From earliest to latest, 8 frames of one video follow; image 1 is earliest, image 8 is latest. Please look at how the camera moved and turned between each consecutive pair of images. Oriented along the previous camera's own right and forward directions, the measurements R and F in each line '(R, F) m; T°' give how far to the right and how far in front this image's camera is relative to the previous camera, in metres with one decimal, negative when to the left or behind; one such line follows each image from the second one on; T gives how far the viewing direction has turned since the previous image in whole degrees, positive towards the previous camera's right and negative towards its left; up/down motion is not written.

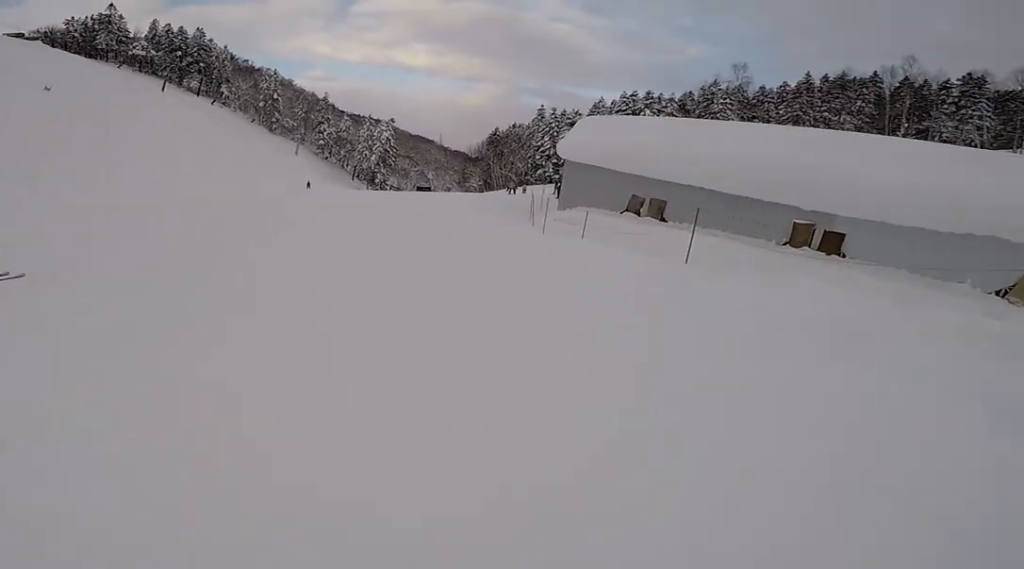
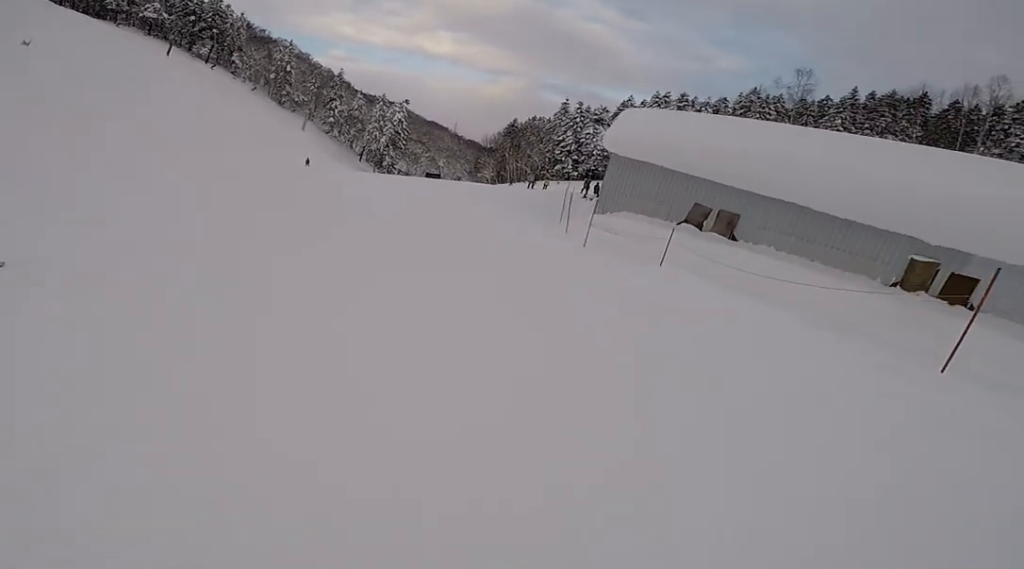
(+0.2, +6.6) m; +2°
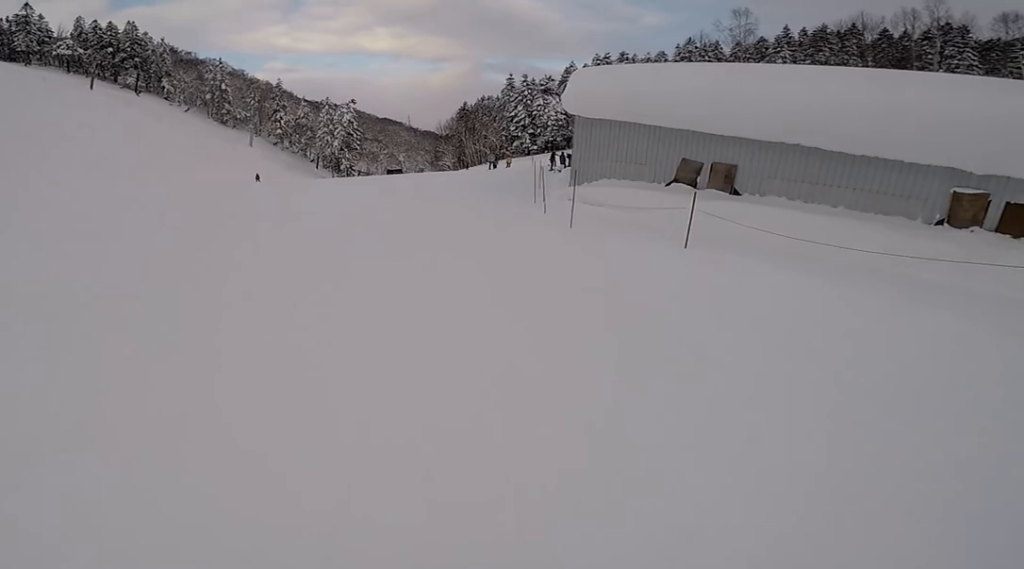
(0.0, +3.4) m; 0°
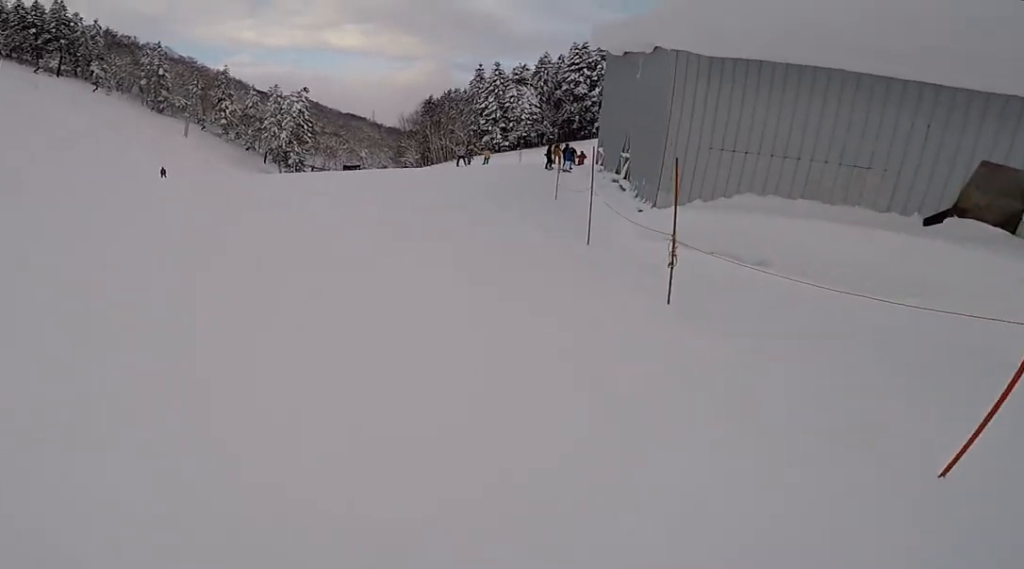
(0.0, +14.0) m; -7°
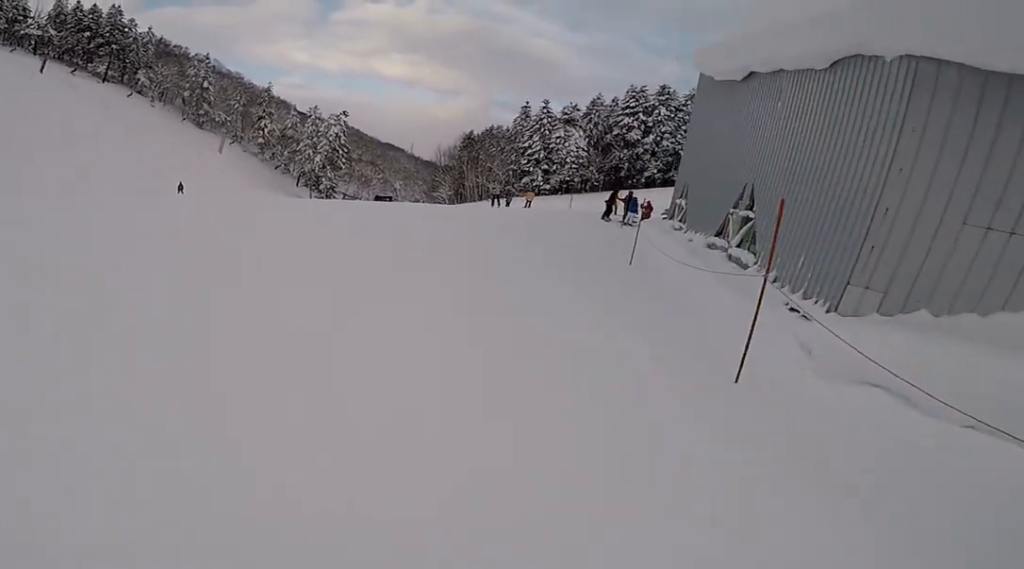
(-0.5, +4.3) m; -1°
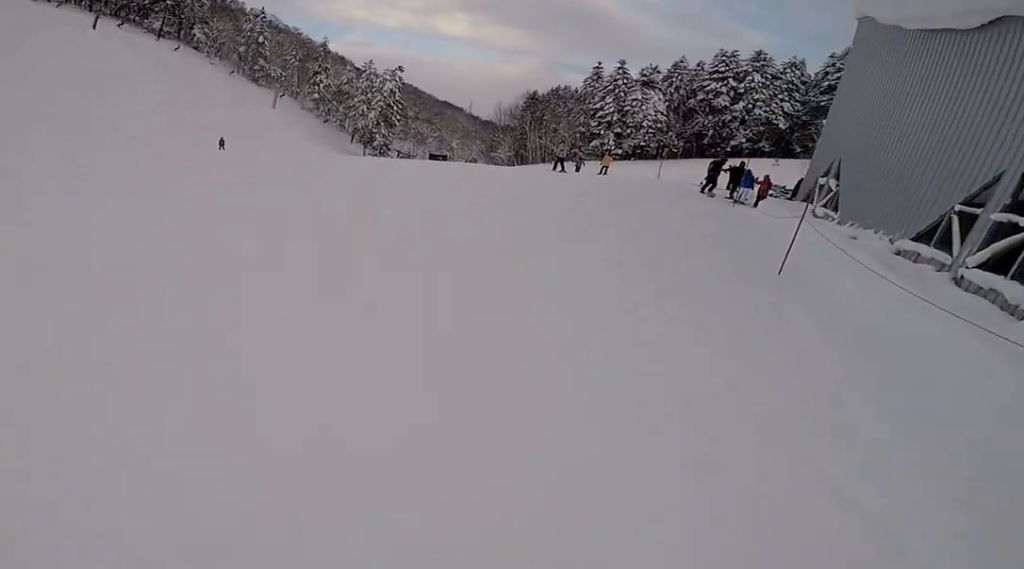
(-0.3, +3.9) m; 0°
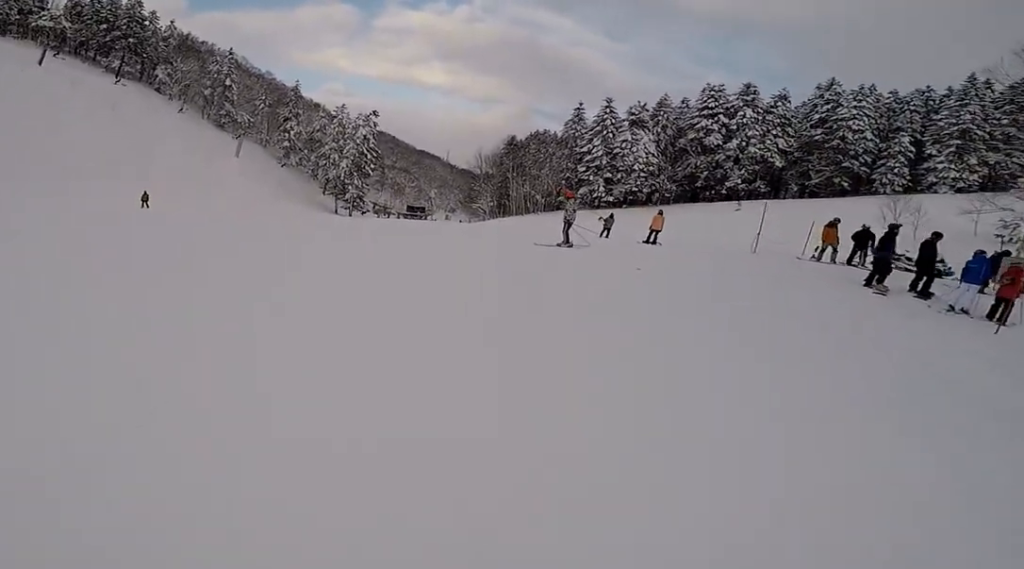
(+0.3, +10.1) m; -11°
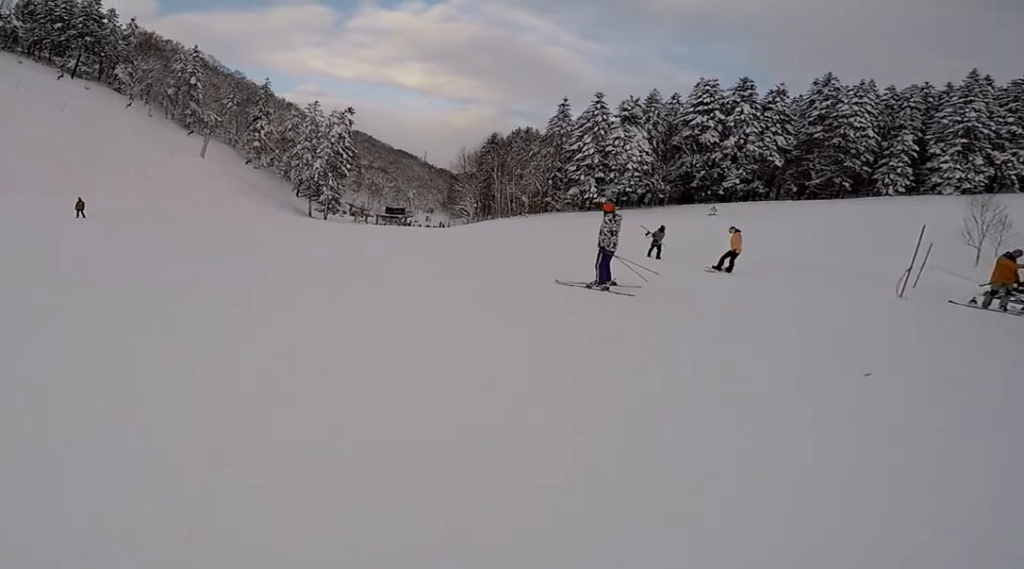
(-0.9, +5.8) m; -7°
